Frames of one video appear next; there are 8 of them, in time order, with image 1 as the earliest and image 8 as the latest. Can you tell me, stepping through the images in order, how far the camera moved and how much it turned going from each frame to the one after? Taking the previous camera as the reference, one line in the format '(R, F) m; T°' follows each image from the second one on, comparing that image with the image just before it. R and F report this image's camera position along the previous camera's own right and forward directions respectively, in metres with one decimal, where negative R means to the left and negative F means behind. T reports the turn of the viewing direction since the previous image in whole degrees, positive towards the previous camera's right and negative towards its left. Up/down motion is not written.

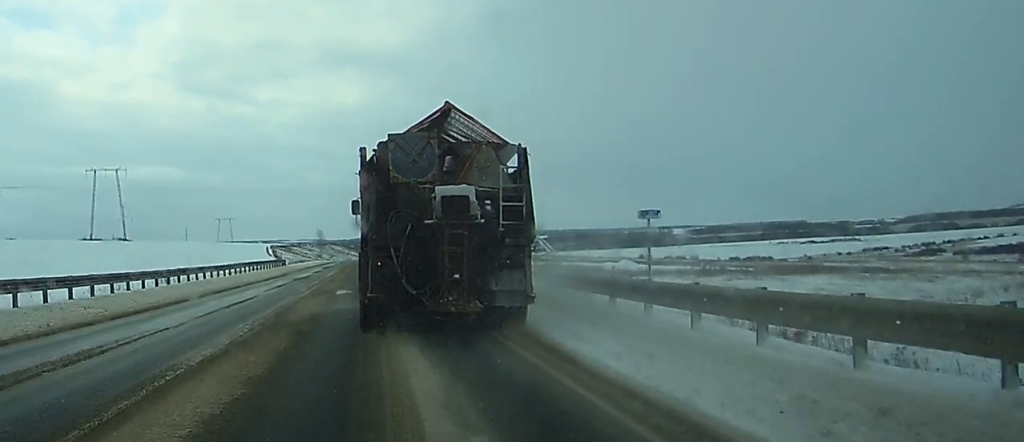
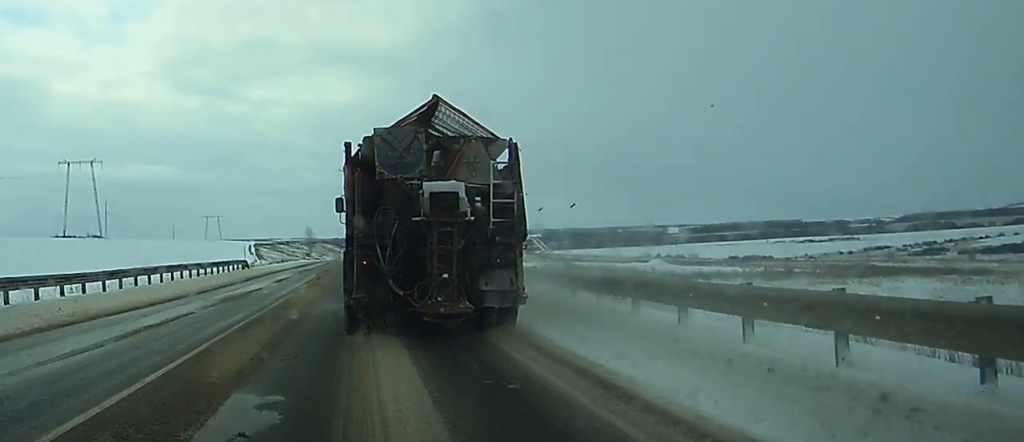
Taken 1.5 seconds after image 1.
(0.0, +21.4) m; 0°
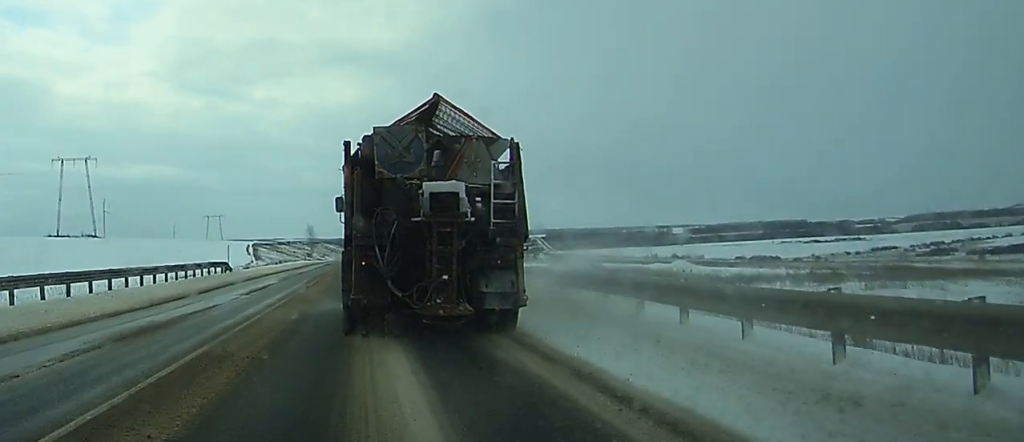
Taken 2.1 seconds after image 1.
(+0.1, +9.8) m; +1°
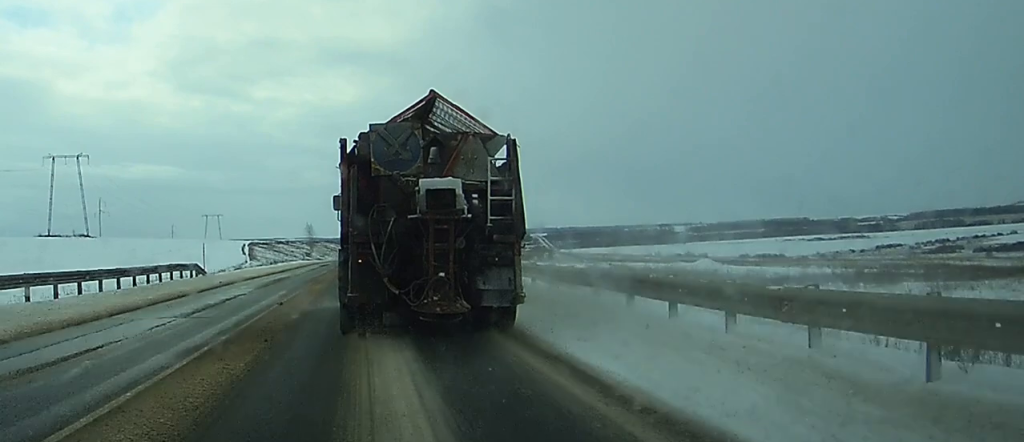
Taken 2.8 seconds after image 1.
(0.0, +9.3) m; +1°
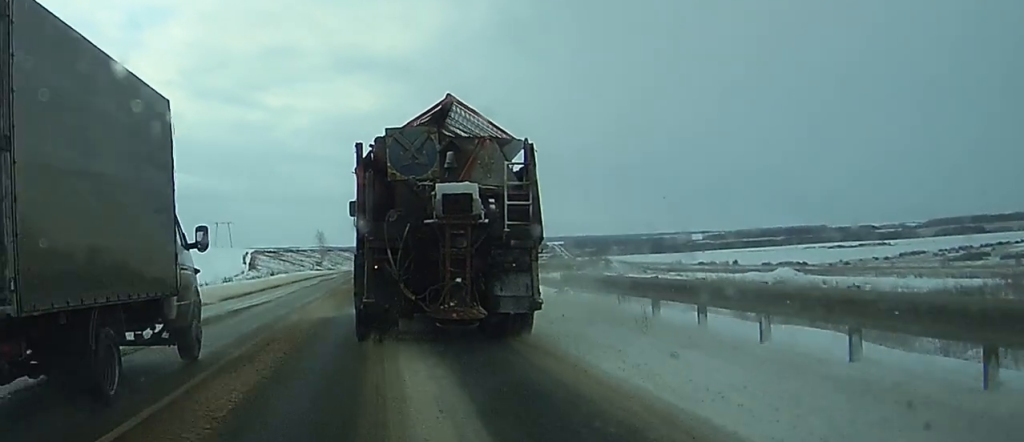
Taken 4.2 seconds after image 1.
(+0.2, +20.7) m; 0°
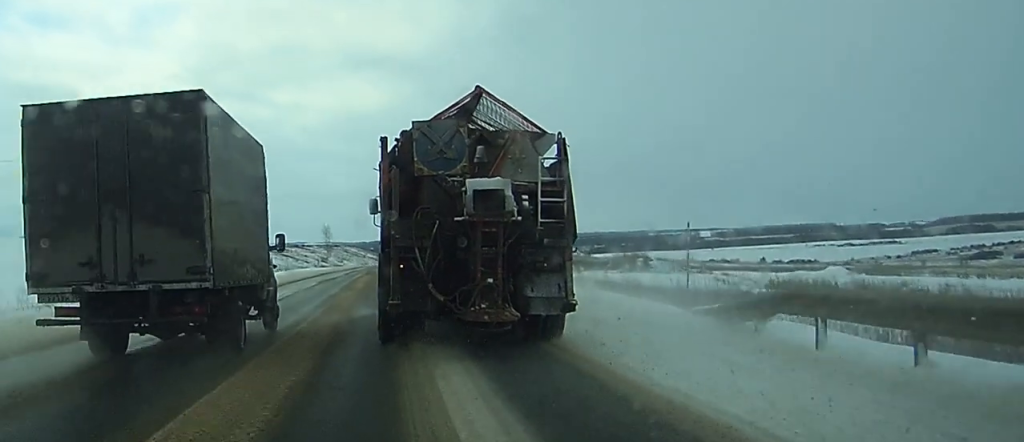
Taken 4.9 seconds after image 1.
(0.0, +10.4) m; 0°
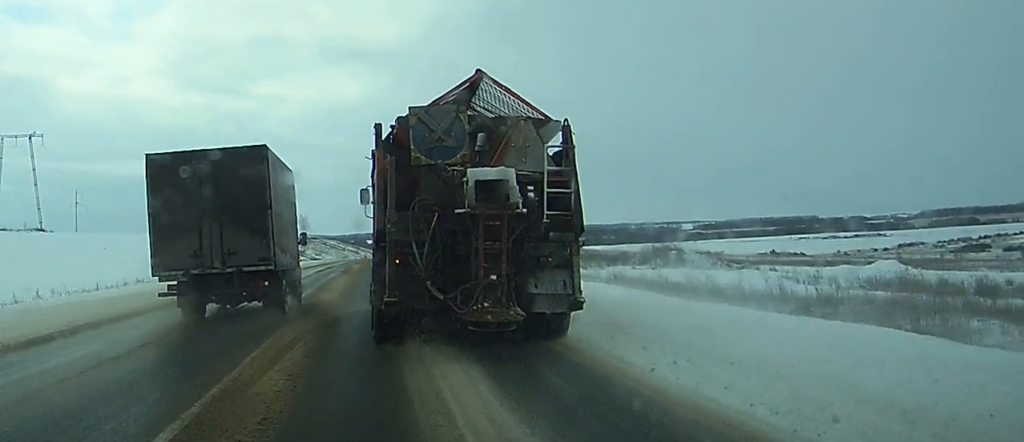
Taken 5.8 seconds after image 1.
(-0.1, +13.8) m; -1°
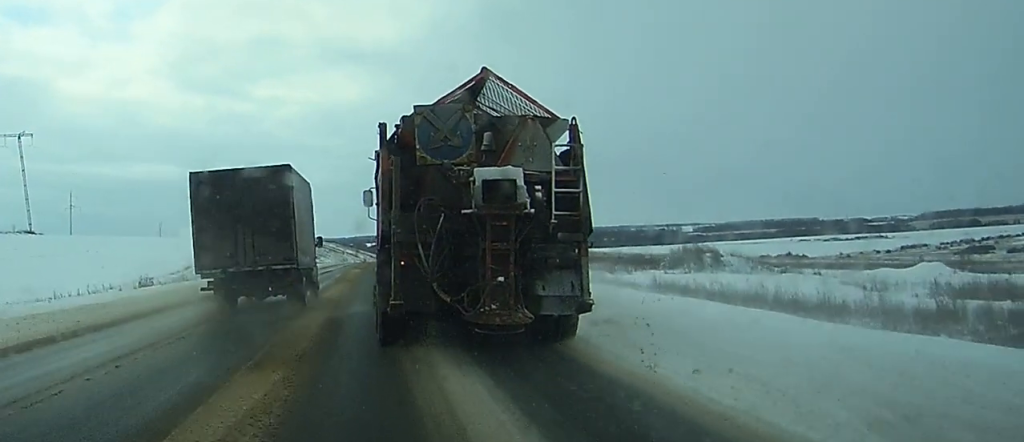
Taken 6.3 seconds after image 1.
(0.0, +7.4) m; 0°
